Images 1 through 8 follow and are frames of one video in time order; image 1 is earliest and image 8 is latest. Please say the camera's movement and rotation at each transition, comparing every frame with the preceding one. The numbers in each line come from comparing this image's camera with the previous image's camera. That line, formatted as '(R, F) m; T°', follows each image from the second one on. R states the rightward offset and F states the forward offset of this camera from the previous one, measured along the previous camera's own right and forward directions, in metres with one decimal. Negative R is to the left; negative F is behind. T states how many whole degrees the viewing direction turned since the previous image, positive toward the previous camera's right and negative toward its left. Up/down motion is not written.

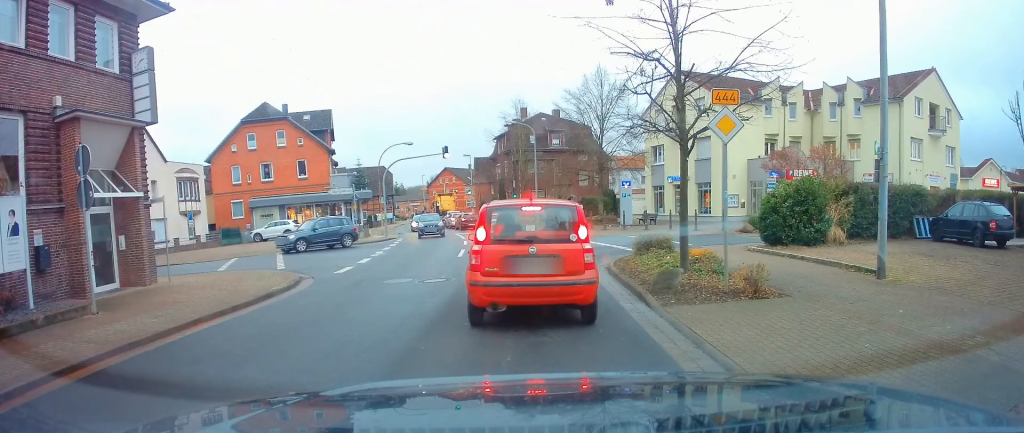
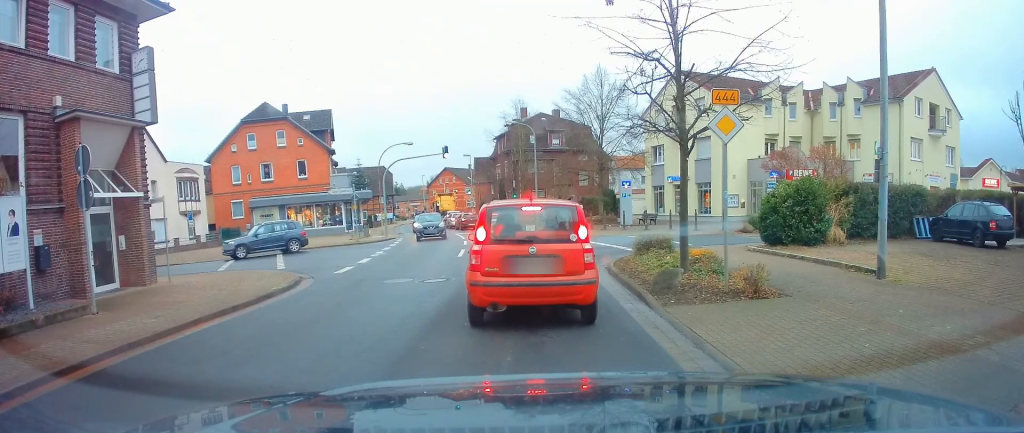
(0.0, 0.0) m; 0°
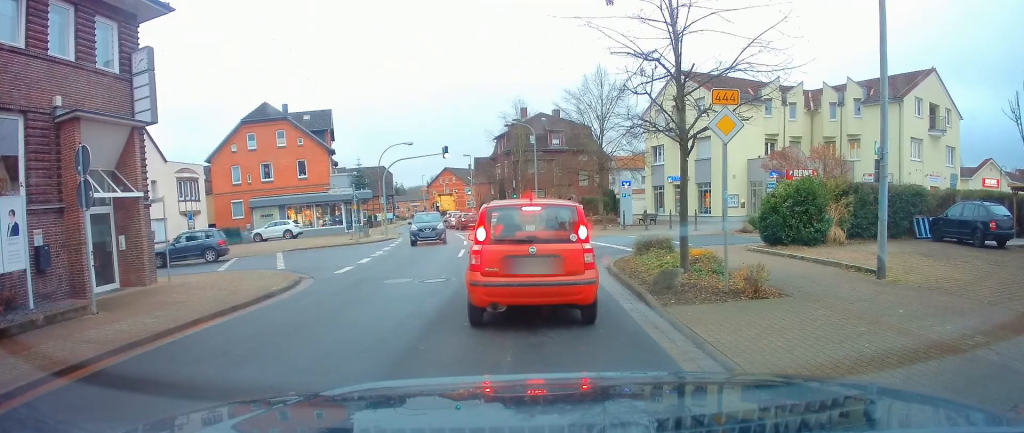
(0.0, 0.0) m; 0°
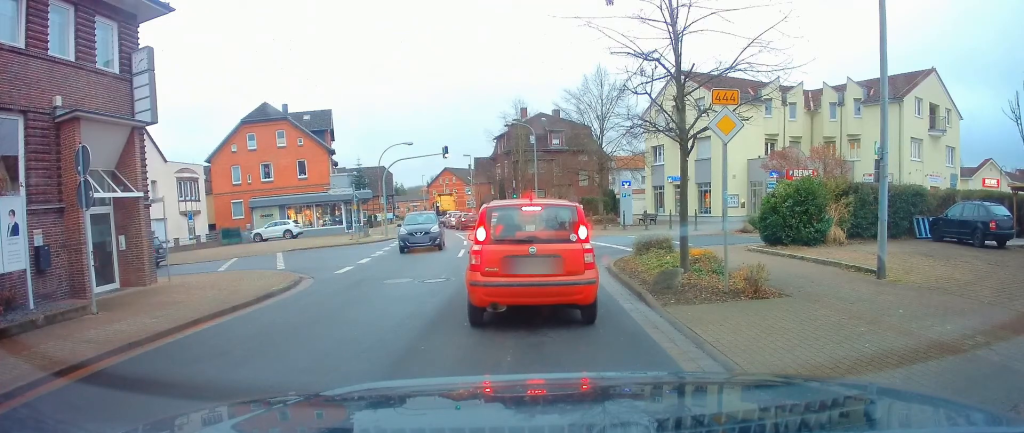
(0.0, 0.0) m; 0°
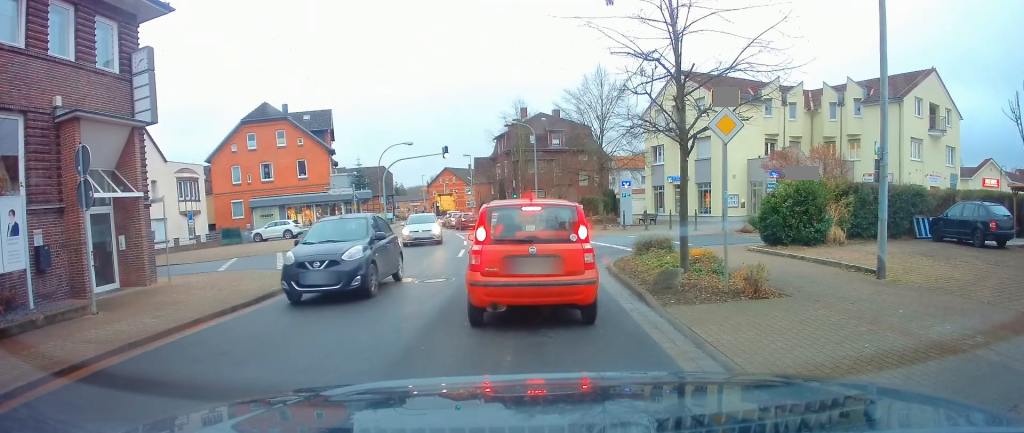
(0.0, 0.0) m; 0°
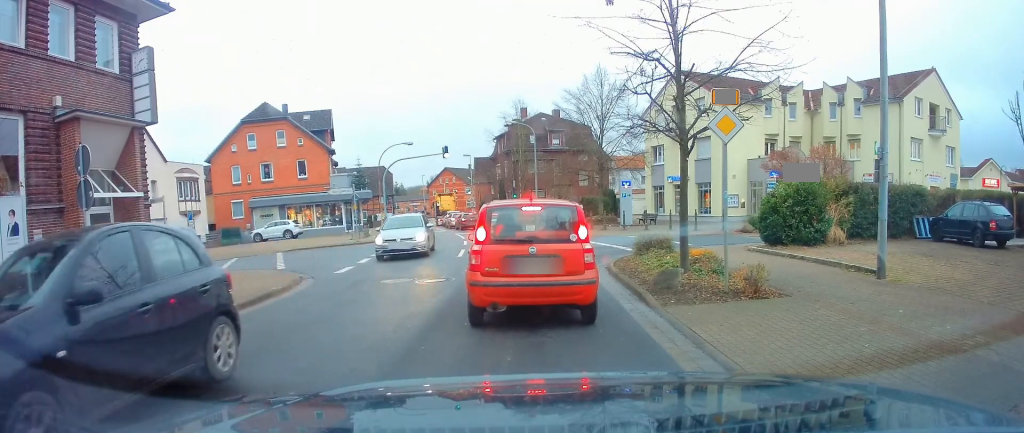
(0.0, 0.0) m; 0°
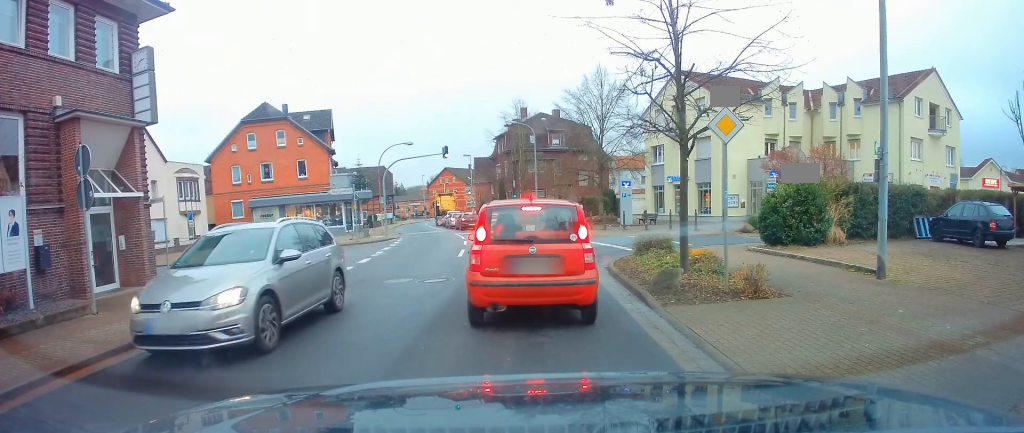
(0.0, 0.0) m; 0°
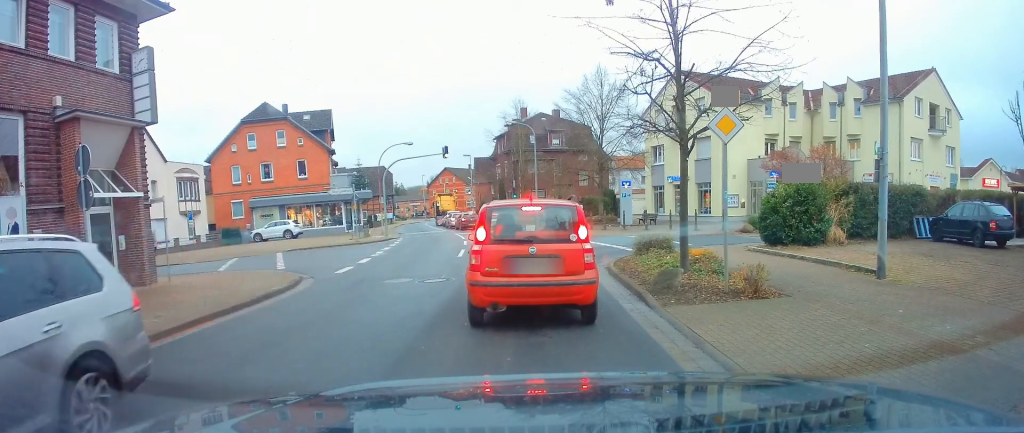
(0.0, 0.0) m; 0°
